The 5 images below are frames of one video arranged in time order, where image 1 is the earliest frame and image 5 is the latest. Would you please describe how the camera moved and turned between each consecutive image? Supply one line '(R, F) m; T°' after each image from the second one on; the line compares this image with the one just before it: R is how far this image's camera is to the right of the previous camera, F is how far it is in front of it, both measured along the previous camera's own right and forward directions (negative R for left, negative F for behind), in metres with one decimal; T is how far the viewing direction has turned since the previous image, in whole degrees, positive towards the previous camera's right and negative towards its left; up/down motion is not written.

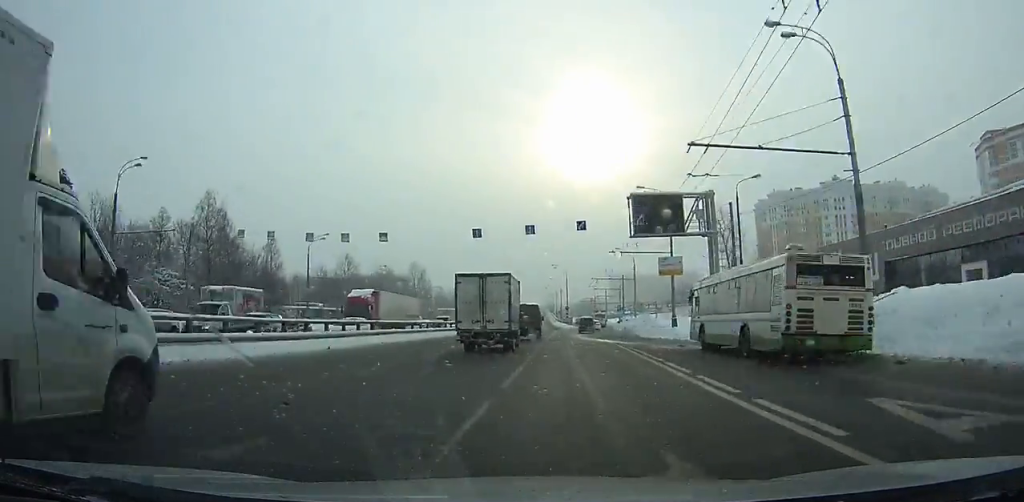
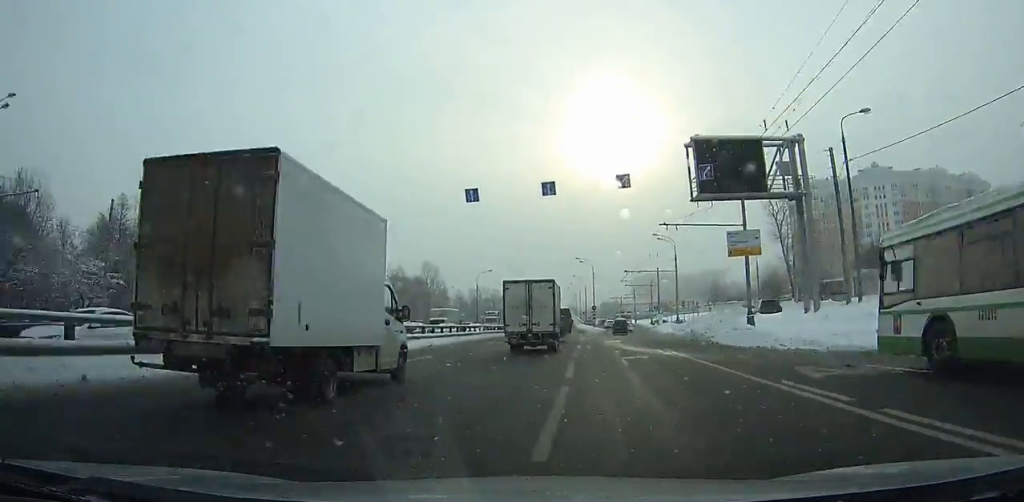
(-0.1, +15.0) m; 0°
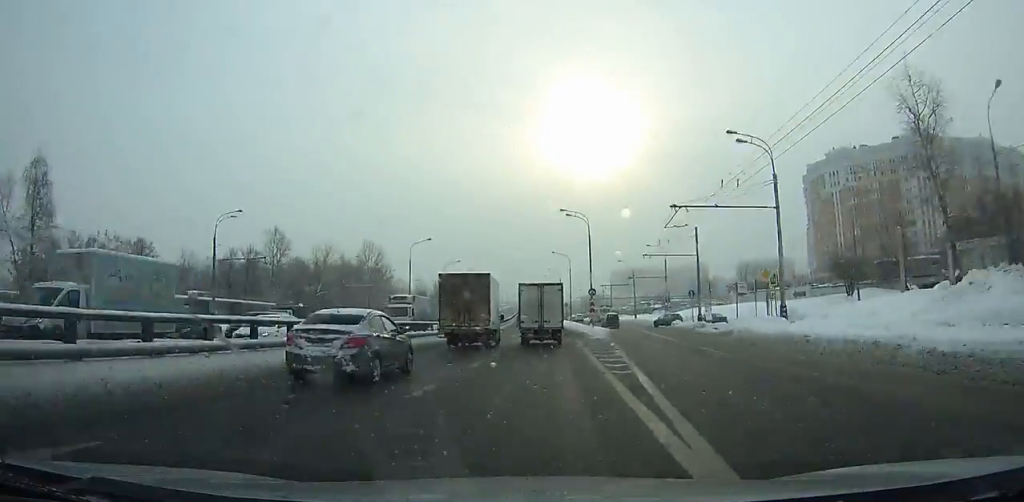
(+0.2, +39.4) m; +1°
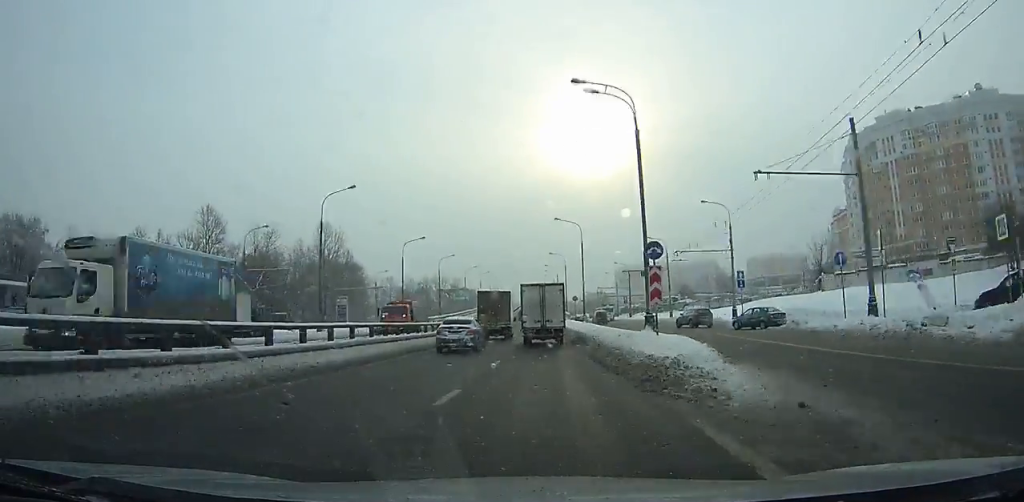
(+0.1, +31.4) m; 0°
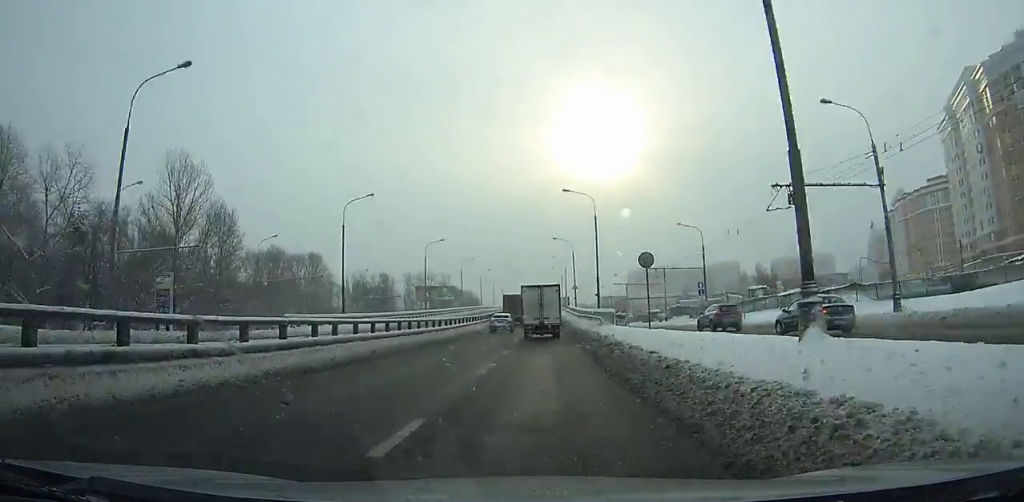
(-0.4, +53.9) m; -1°
